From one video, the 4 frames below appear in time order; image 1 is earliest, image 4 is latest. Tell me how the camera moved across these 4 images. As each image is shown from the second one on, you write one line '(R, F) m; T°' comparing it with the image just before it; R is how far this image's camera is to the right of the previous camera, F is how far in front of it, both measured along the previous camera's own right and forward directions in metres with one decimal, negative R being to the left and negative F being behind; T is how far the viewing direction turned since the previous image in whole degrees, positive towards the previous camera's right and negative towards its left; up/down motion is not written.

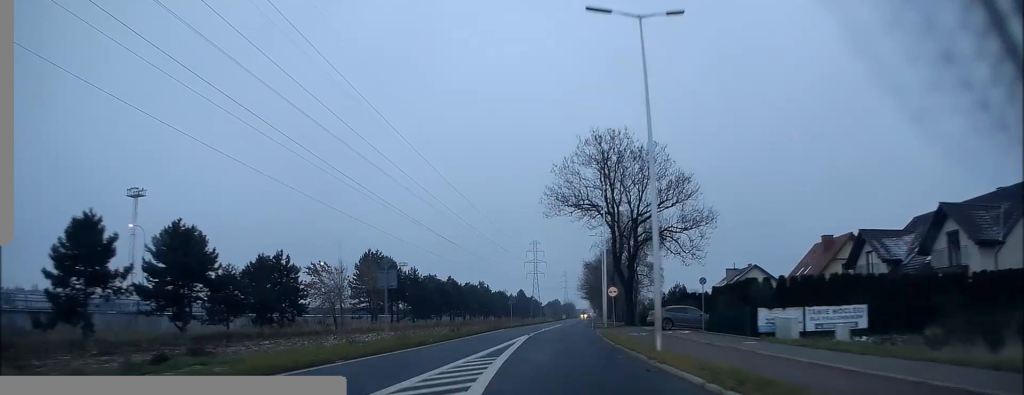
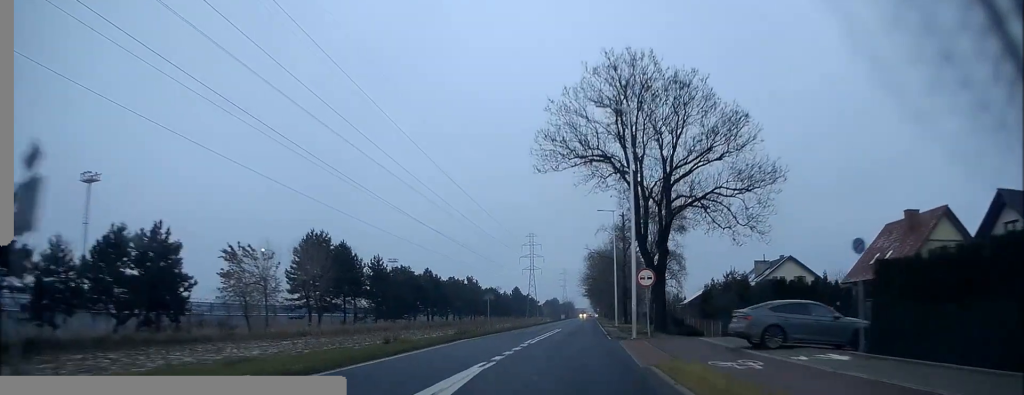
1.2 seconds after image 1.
(-0.6, +17.4) m; -2°
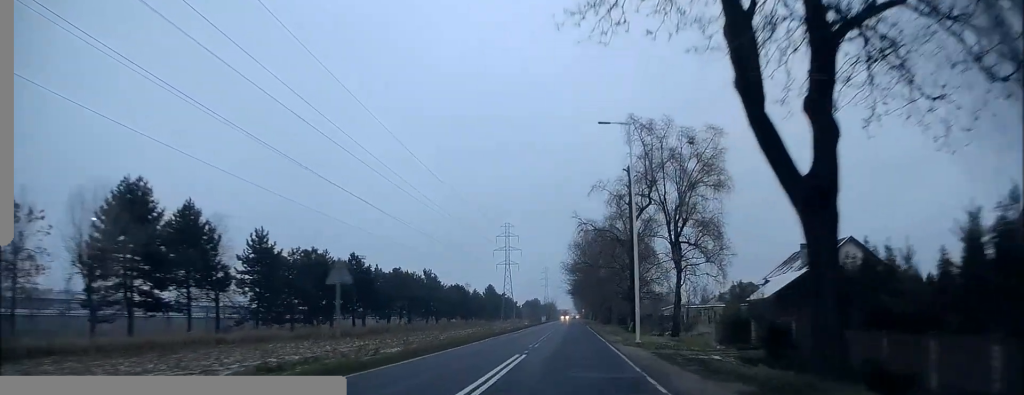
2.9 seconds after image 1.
(+0.7, +25.7) m; +3°
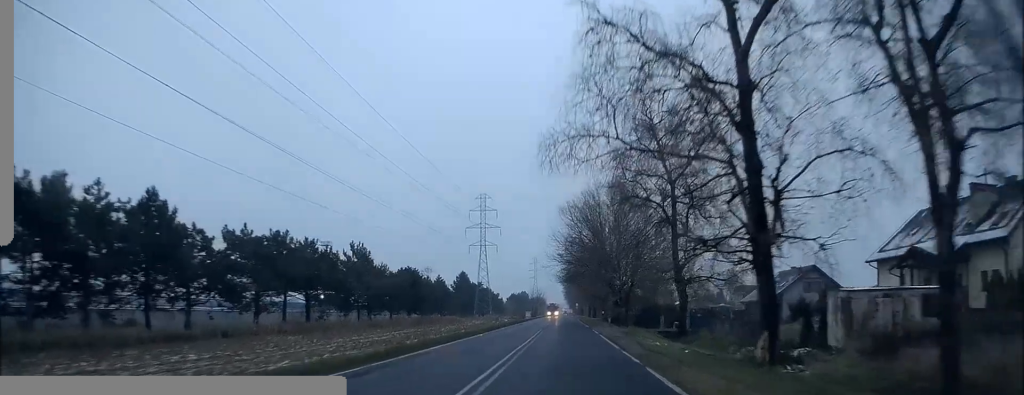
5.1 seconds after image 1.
(-0.1, +33.9) m; 0°
